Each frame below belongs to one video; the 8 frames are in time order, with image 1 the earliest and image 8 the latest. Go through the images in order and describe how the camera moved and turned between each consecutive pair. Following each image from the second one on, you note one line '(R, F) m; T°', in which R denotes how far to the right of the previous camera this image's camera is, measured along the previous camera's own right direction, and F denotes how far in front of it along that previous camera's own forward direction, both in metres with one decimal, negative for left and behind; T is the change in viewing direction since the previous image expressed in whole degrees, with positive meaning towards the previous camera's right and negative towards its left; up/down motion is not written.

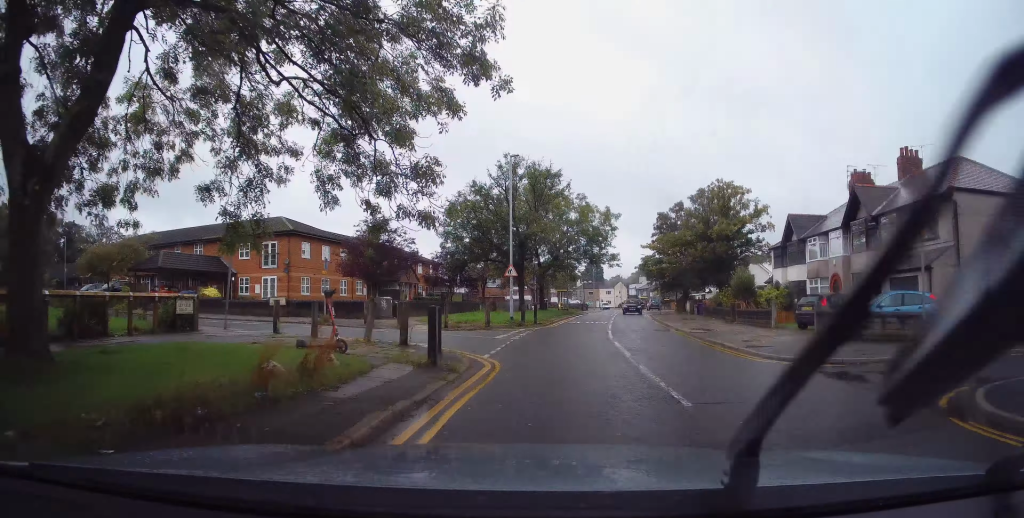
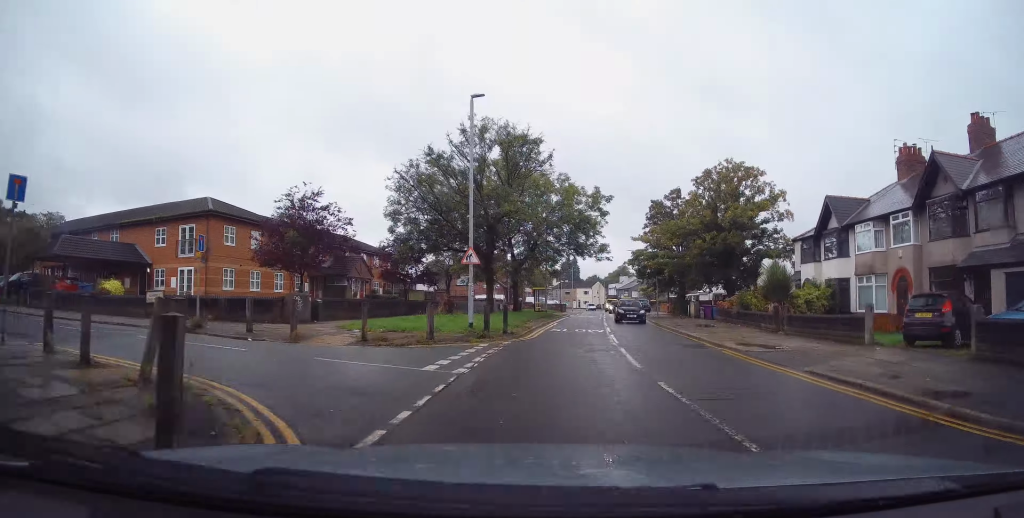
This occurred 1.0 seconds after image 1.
(+0.2, +8.3) m; +1°
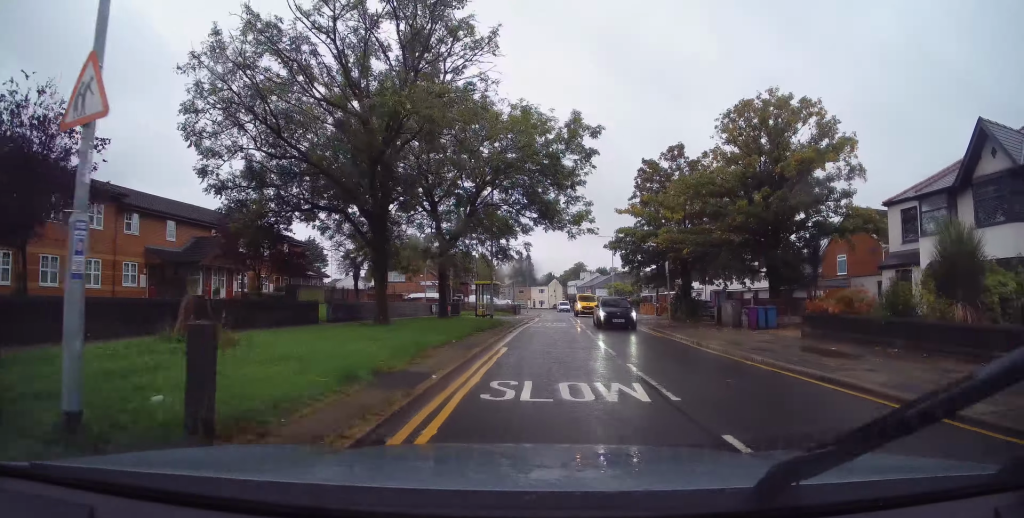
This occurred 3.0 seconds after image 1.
(+0.4, +15.3) m; +4°
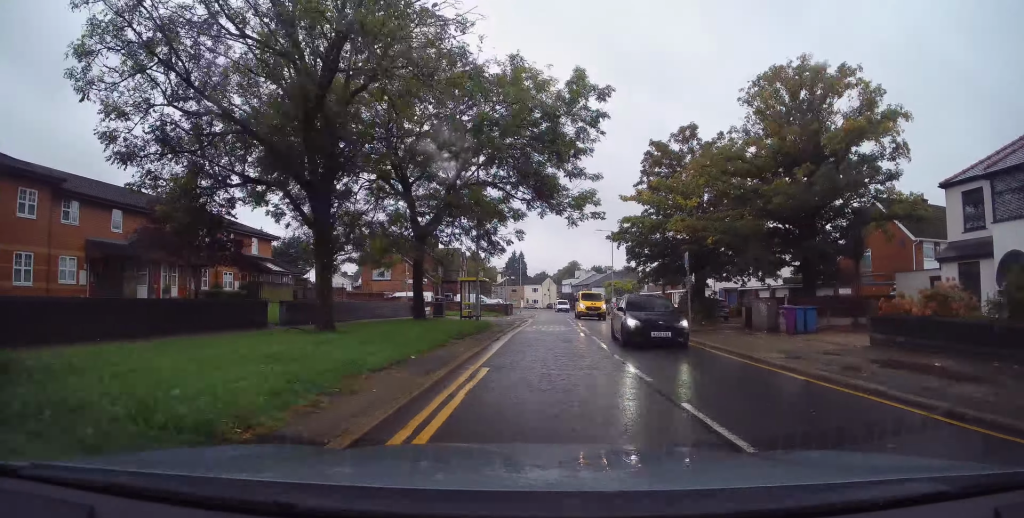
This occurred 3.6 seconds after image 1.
(+0.1, +4.4) m; 0°
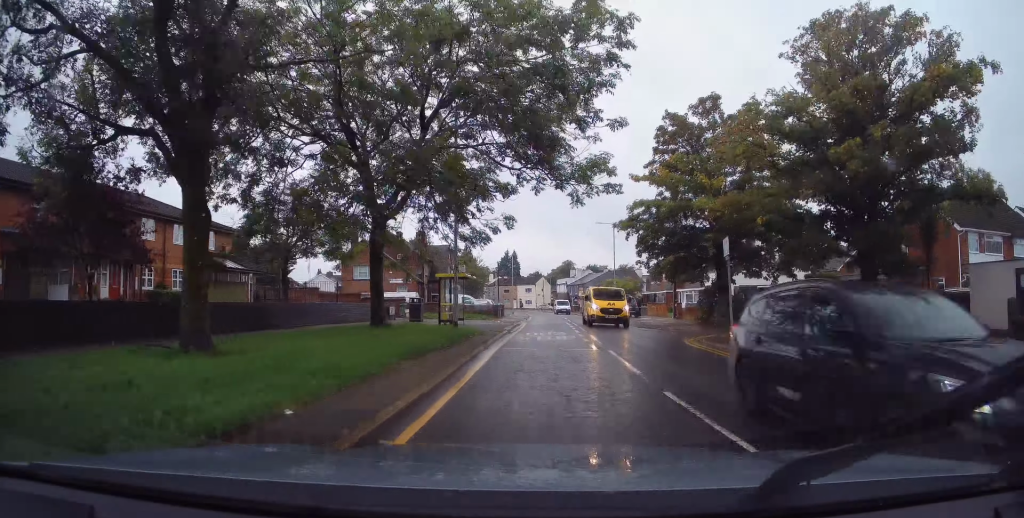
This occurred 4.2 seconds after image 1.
(0.0, +5.2) m; 0°
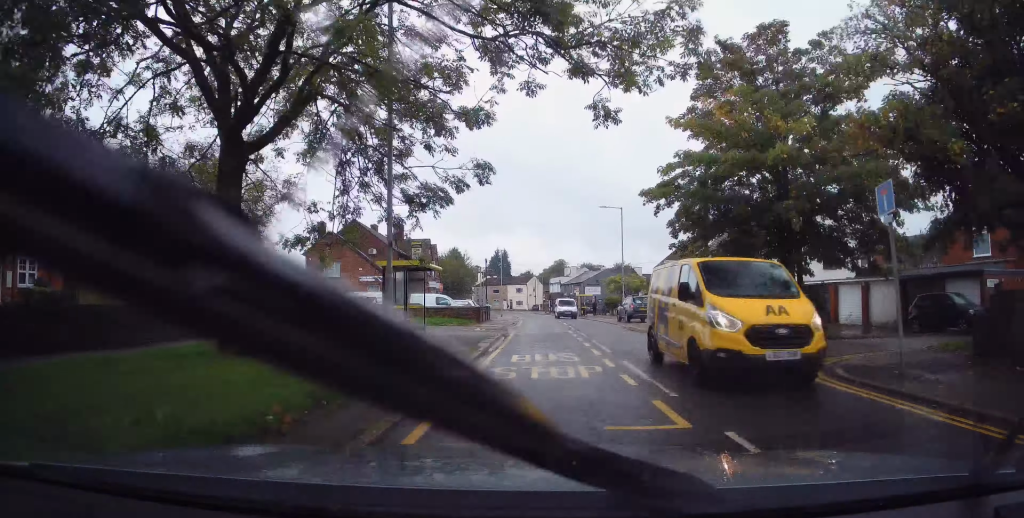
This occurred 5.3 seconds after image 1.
(-0.1, +8.4) m; +1°
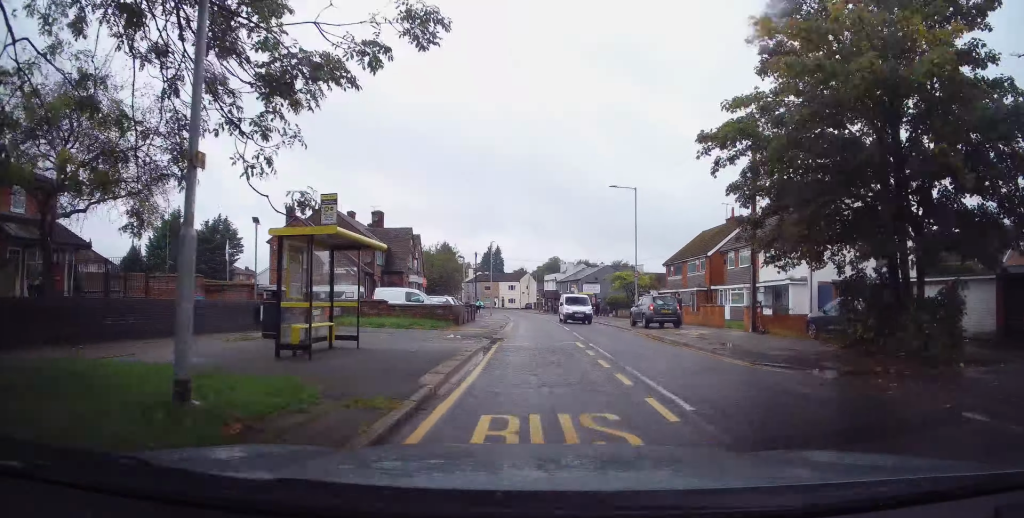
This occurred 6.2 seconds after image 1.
(+0.1, +6.9) m; +1°
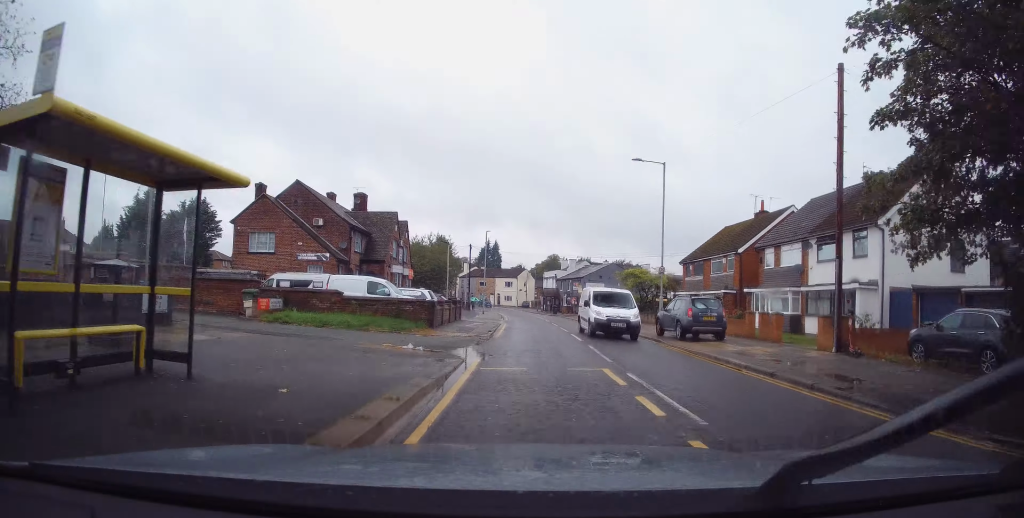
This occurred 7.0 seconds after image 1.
(0.0, +6.5) m; +1°
